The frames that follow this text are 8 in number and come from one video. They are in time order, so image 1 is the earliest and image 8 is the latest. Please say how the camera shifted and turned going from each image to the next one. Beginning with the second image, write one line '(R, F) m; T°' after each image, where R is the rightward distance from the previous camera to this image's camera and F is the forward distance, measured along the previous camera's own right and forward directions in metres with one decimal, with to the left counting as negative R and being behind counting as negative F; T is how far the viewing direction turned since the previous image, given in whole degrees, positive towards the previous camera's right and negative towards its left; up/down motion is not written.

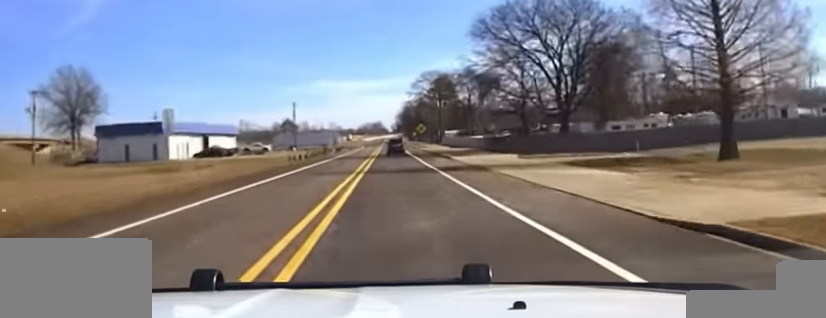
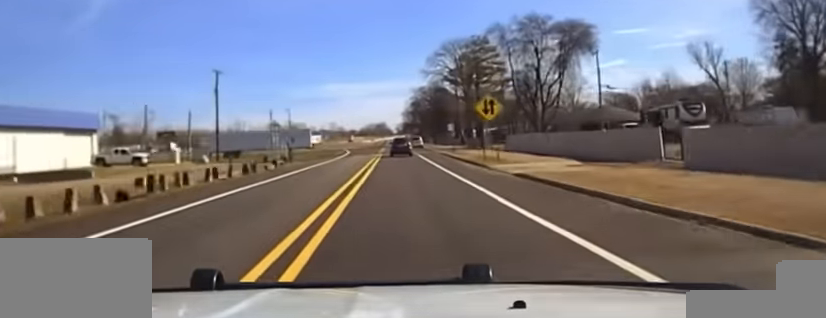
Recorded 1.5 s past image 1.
(-0.3, +65.4) m; -1°
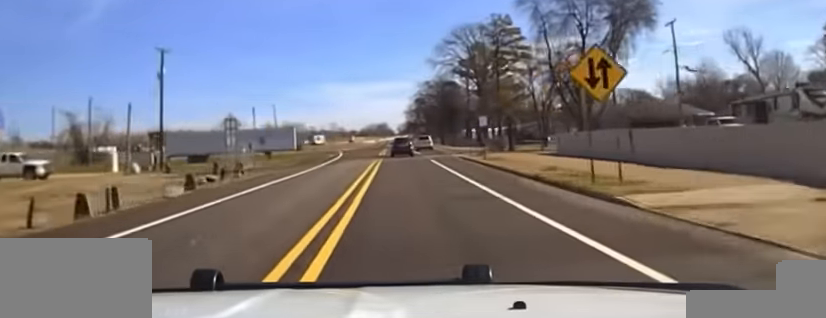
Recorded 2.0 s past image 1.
(-0.1, +20.6) m; 0°
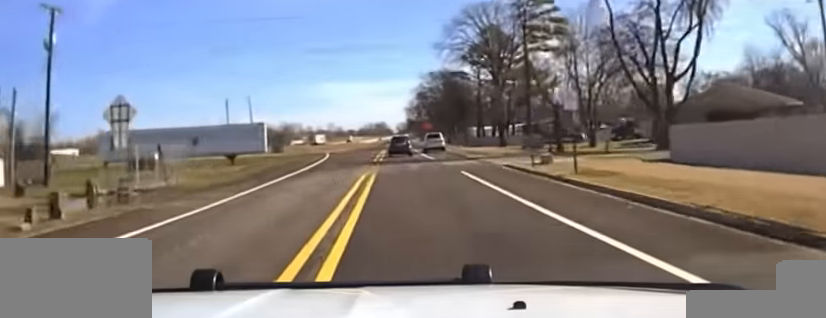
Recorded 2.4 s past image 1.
(-0.1, +20.8) m; 0°
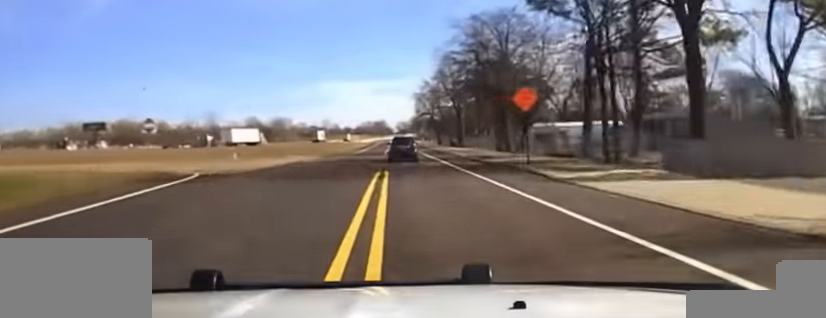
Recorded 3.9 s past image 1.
(+0.5, +77.8) m; 0°
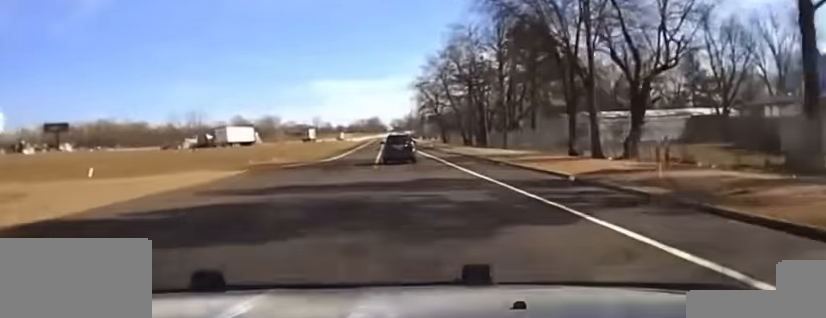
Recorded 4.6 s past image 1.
(-0.1, +38.8) m; 0°
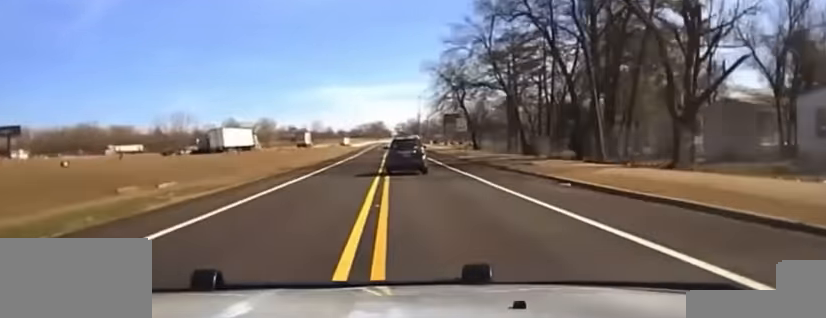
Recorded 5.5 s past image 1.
(-0.3, +55.2) m; 0°
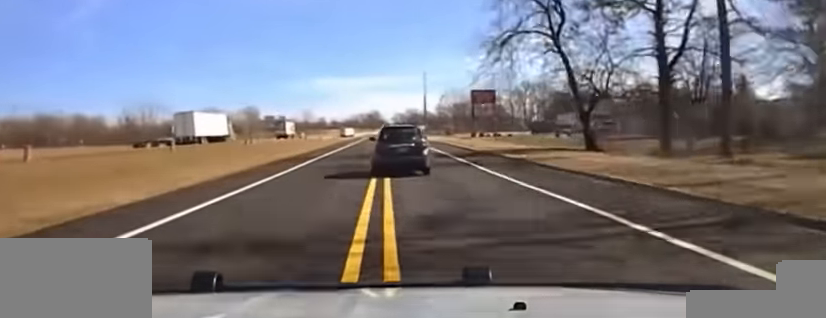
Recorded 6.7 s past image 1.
(+1.1, +64.9) m; +2°
